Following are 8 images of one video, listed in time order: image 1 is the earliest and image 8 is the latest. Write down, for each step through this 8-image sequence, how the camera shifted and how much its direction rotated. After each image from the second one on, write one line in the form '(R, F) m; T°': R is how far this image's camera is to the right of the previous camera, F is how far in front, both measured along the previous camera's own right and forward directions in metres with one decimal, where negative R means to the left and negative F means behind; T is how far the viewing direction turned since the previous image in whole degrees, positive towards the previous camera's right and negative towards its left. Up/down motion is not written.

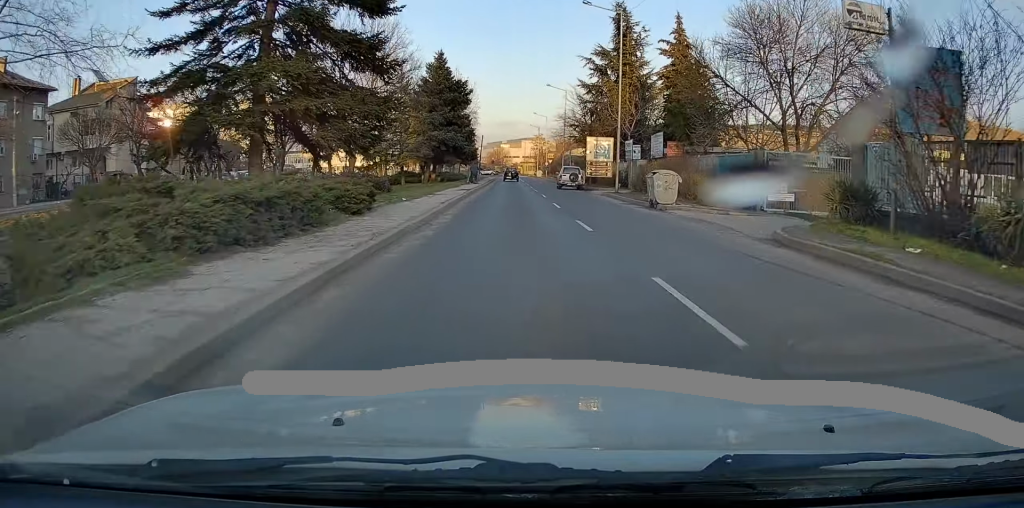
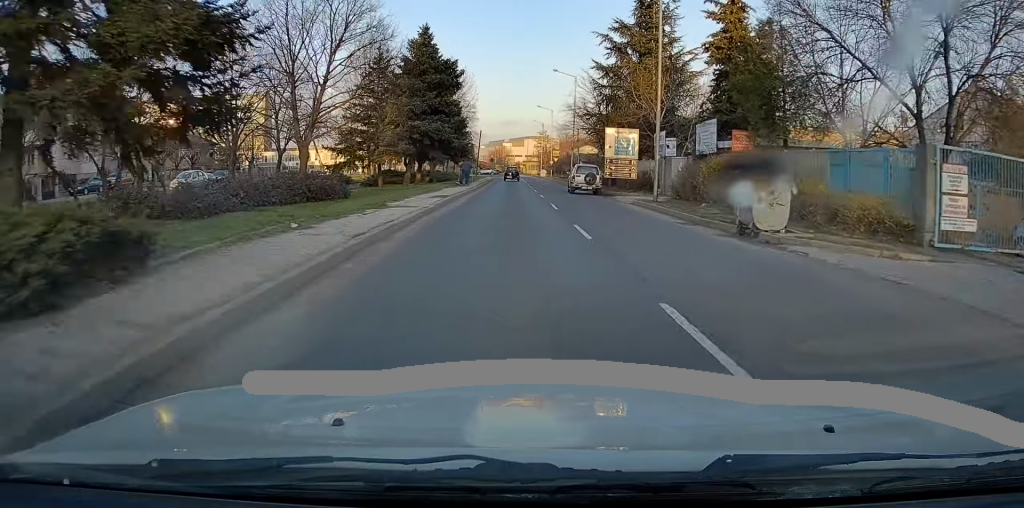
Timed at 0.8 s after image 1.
(-0.1, +10.3) m; -1°
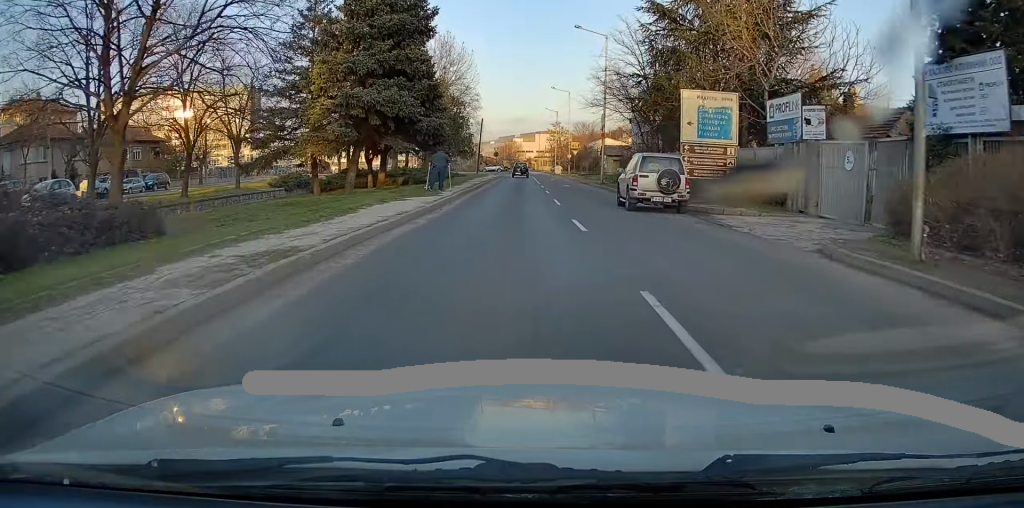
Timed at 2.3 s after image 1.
(-0.1, +17.4) m; 0°
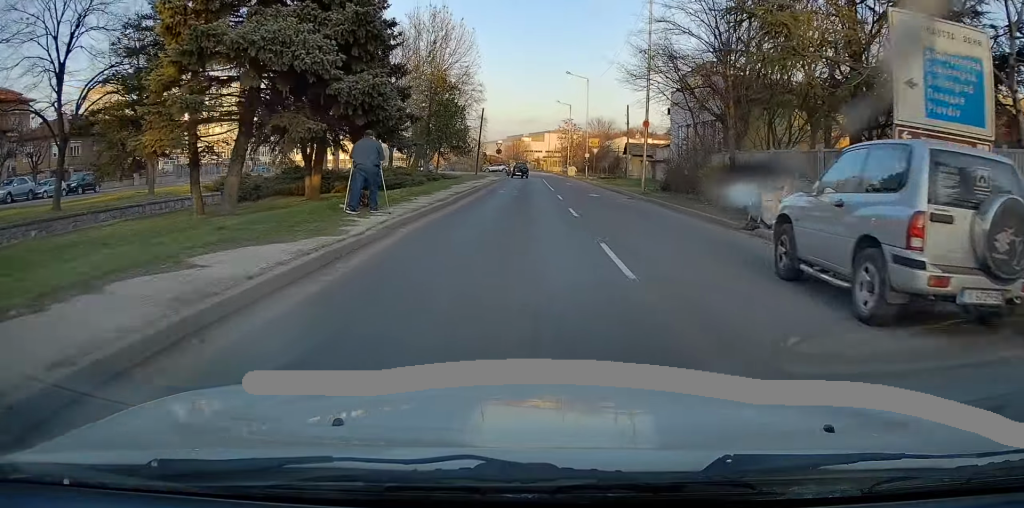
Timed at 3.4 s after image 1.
(0.0, +13.1) m; 0°
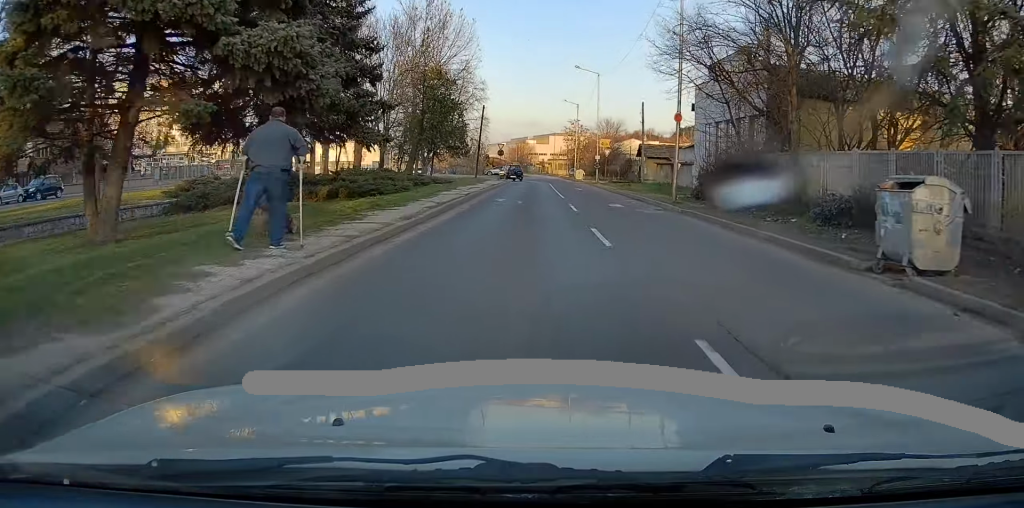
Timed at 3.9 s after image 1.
(0.0, +5.7) m; 0°
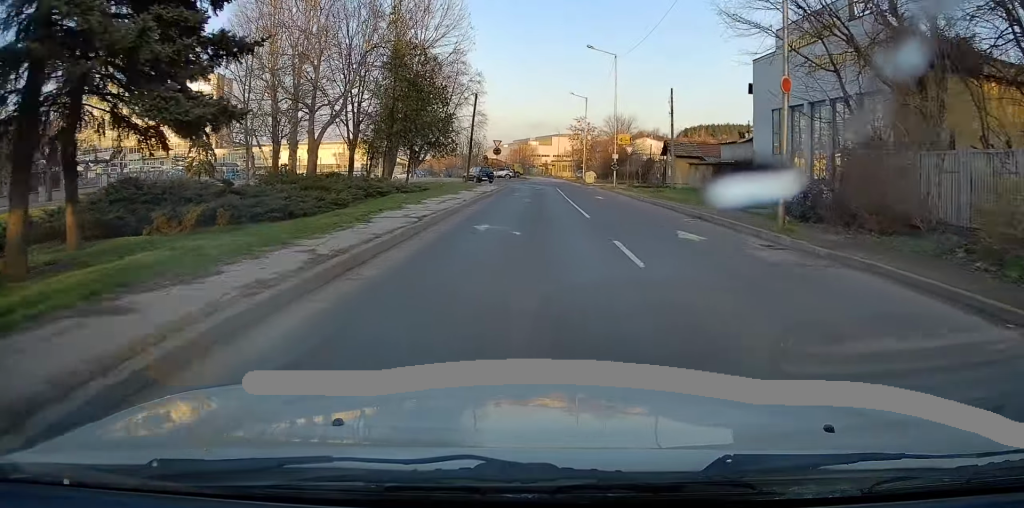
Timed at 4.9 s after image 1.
(0.0, +10.5) m; -2°
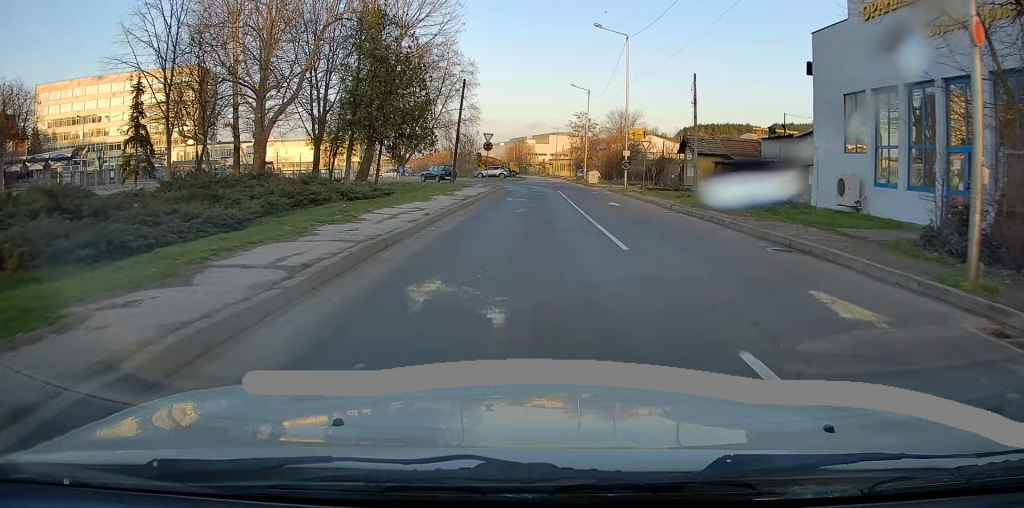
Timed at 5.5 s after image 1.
(-0.3, +7.0) m; 0°
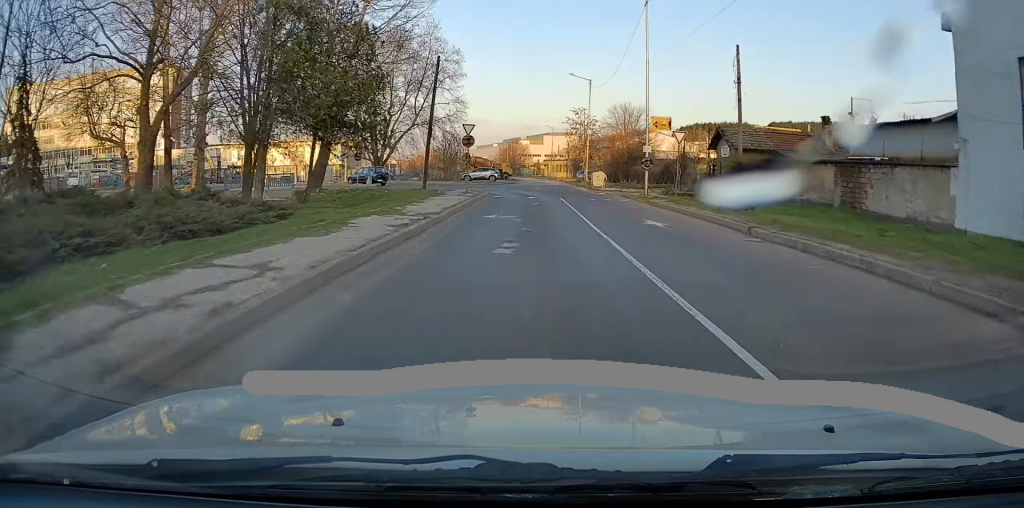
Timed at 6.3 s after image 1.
(+0.1, +9.1) m; +1°
